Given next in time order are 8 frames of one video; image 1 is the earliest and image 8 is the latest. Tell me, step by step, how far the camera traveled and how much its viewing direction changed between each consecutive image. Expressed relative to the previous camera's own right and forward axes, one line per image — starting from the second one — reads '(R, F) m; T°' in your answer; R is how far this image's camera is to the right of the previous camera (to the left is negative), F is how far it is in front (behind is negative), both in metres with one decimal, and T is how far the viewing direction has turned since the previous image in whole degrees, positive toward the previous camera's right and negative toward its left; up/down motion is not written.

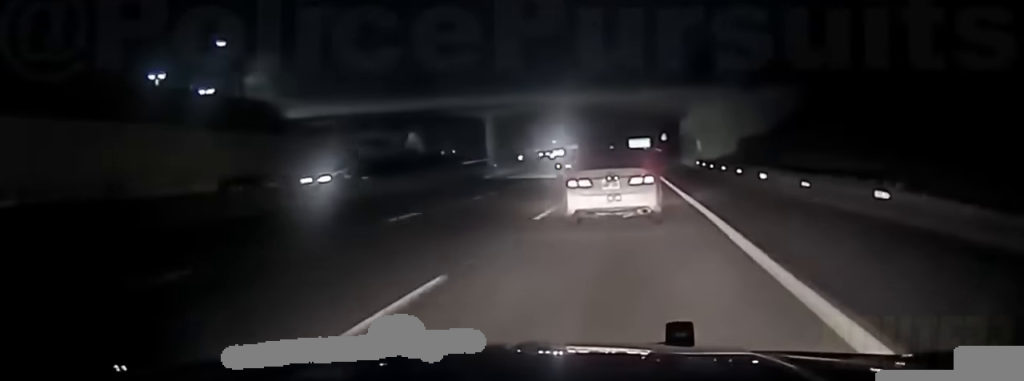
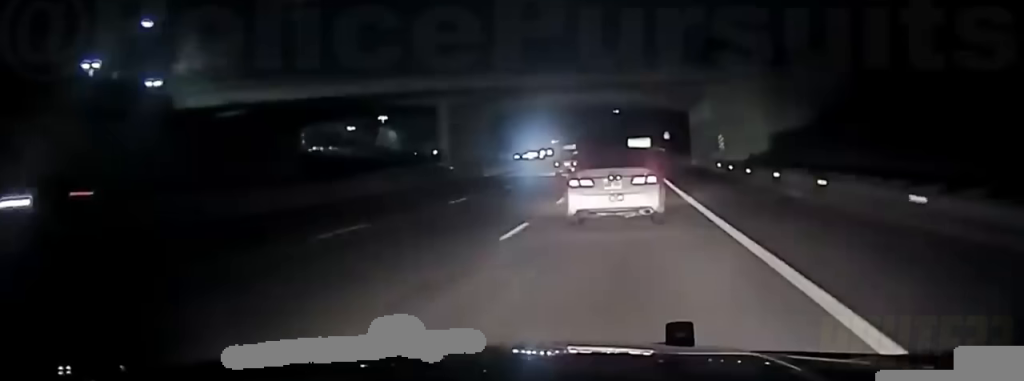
(0.0, +16.6) m; -1°
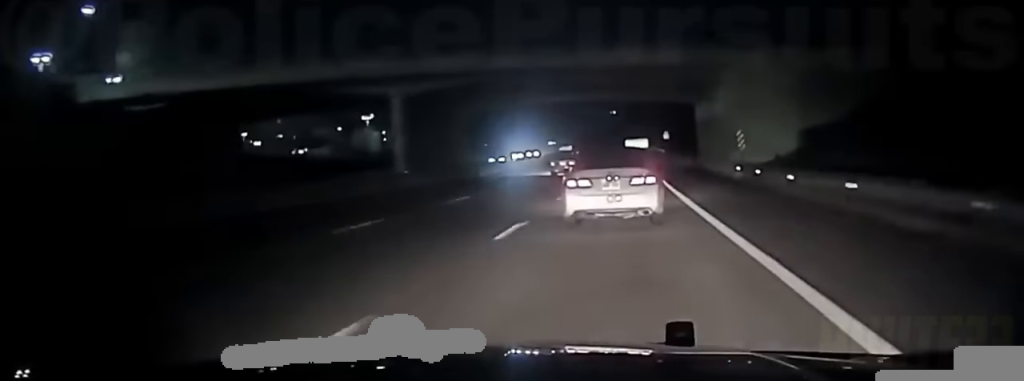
(+0.1, +12.1) m; -1°
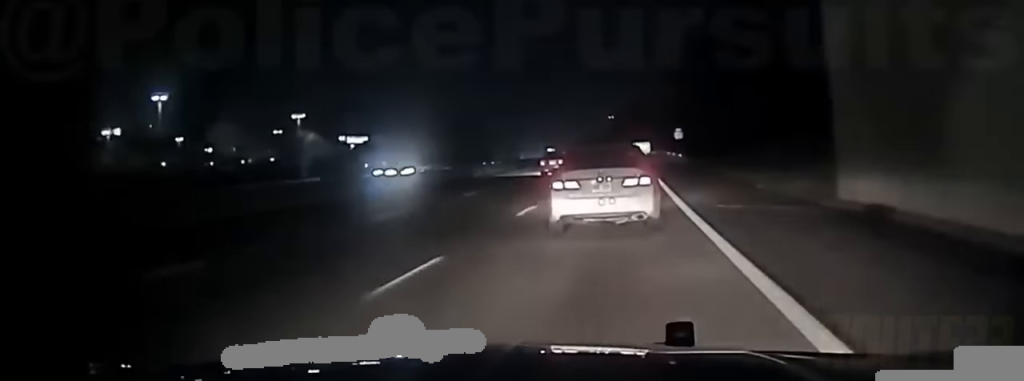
(-1.6, +41.9) m; -2°
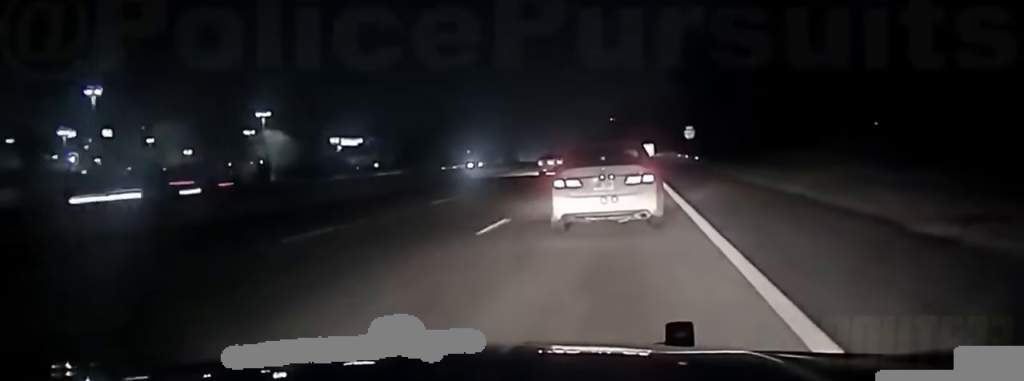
(+0.1, +16.1) m; +1°
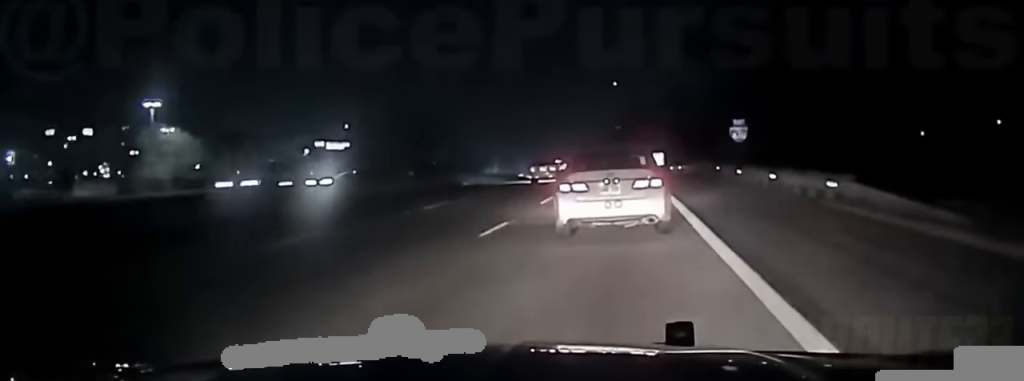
(+1.1, +39.3) m; +2°
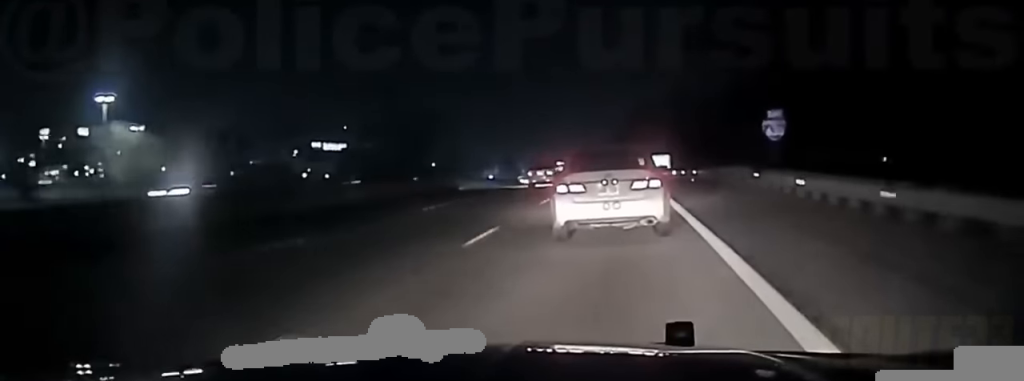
(+0.1, +11.9) m; 0°
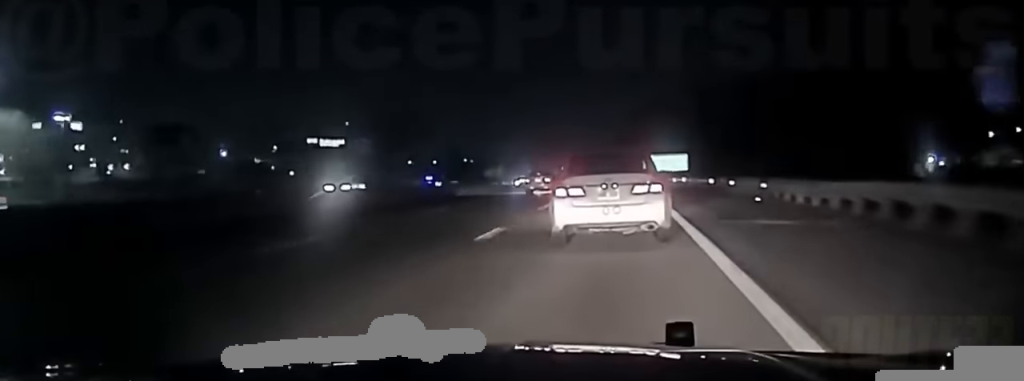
(-0.1, +22.4) m; -1°
